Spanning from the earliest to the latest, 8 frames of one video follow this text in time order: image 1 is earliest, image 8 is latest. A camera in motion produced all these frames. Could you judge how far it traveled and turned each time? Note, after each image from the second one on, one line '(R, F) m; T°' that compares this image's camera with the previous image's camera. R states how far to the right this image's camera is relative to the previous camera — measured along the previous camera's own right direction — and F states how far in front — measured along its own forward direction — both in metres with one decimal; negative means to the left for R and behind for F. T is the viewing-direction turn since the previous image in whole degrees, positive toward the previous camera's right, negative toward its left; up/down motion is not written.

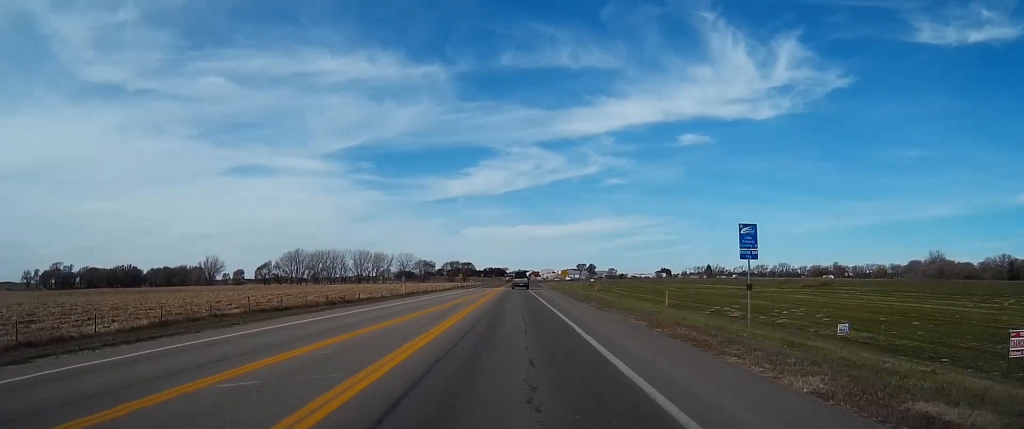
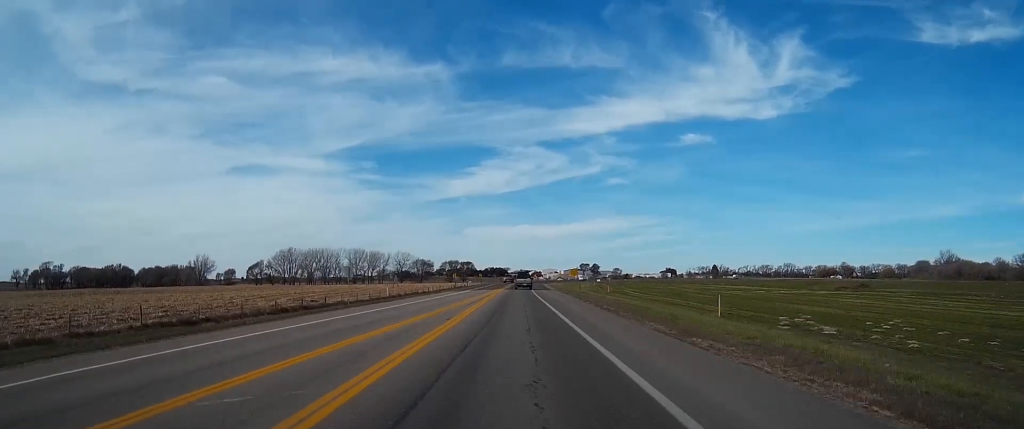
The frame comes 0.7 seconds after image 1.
(0.0, +17.0) m; 0°
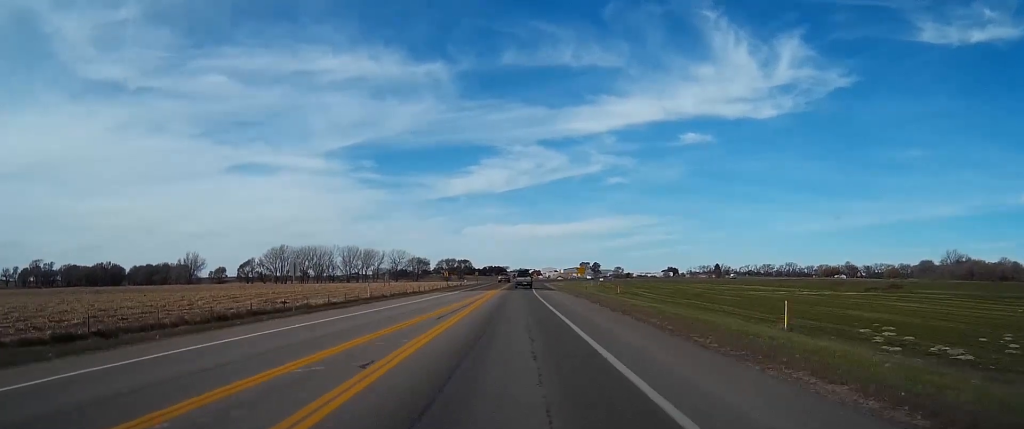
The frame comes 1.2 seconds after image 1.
(0.0, +12.9) m; 0°
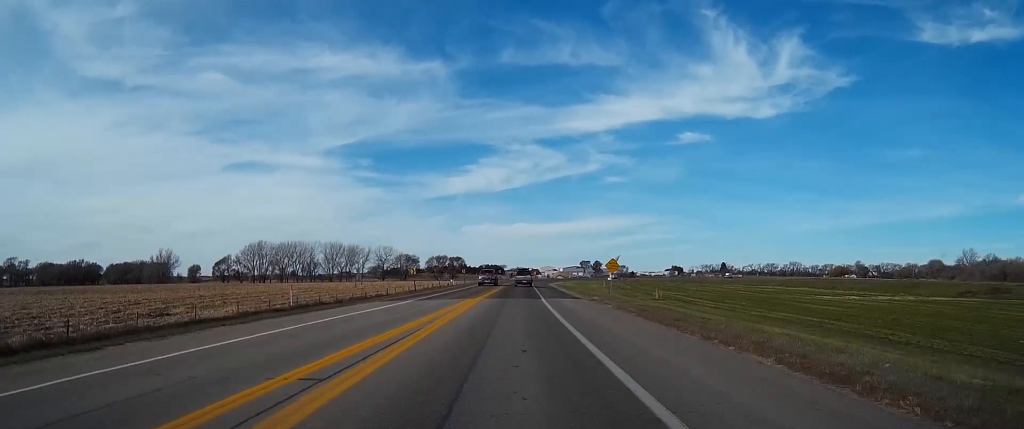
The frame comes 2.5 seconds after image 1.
(0.0, +31.6) m; 0°
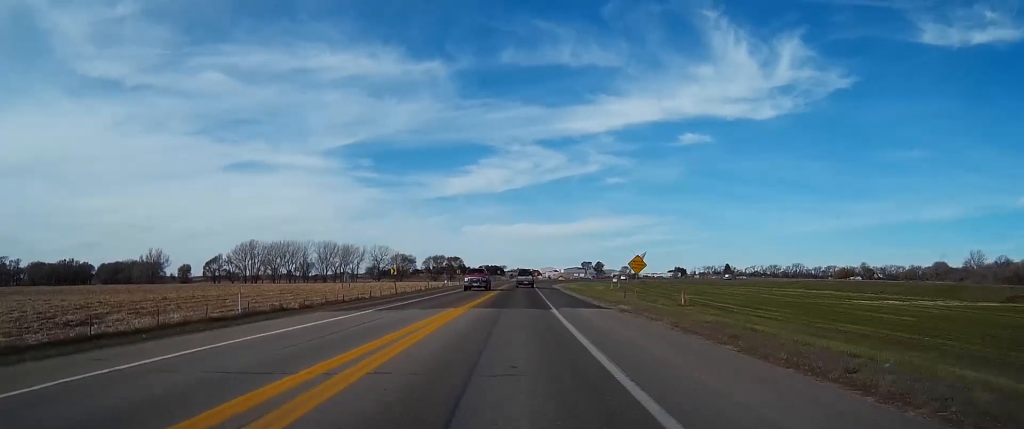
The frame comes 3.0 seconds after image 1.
(0.0, +12.2) m; 0°
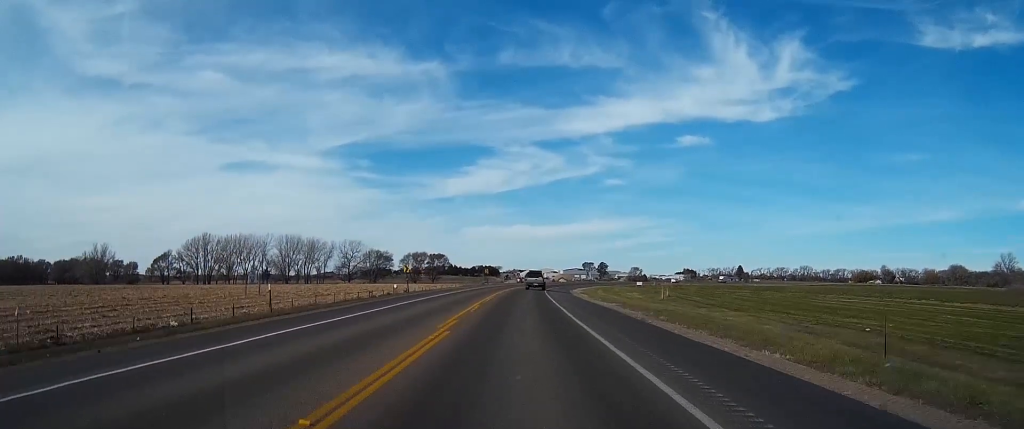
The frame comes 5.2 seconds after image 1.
(+0.3, +53.0) m; +1°
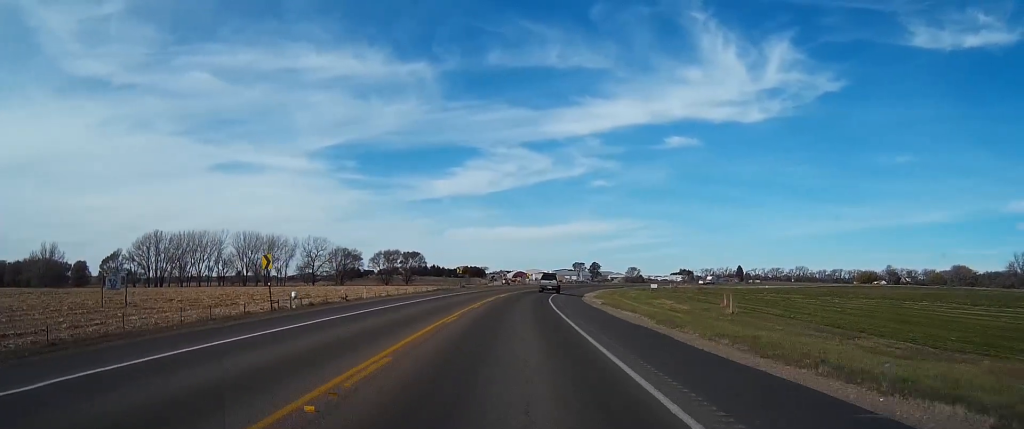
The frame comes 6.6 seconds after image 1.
(+0.3, +34.4) m; +1°
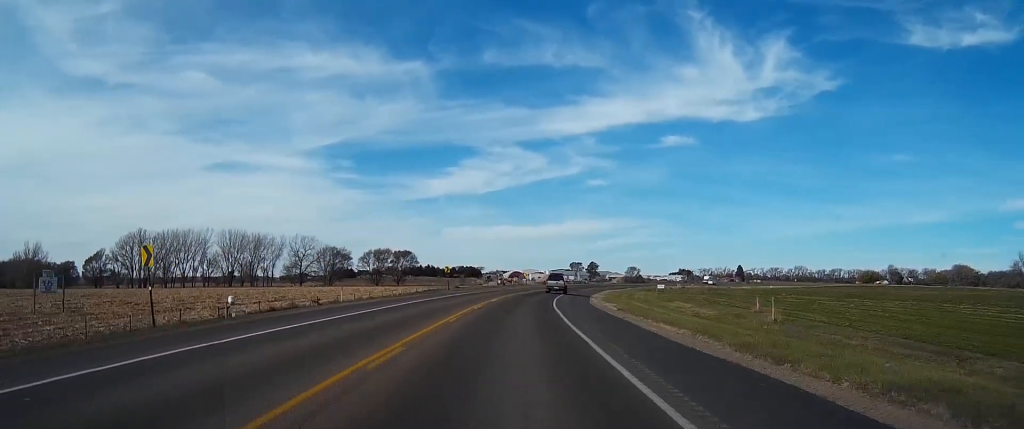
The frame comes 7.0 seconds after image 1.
(+0.1, +10.6) m; 0°
